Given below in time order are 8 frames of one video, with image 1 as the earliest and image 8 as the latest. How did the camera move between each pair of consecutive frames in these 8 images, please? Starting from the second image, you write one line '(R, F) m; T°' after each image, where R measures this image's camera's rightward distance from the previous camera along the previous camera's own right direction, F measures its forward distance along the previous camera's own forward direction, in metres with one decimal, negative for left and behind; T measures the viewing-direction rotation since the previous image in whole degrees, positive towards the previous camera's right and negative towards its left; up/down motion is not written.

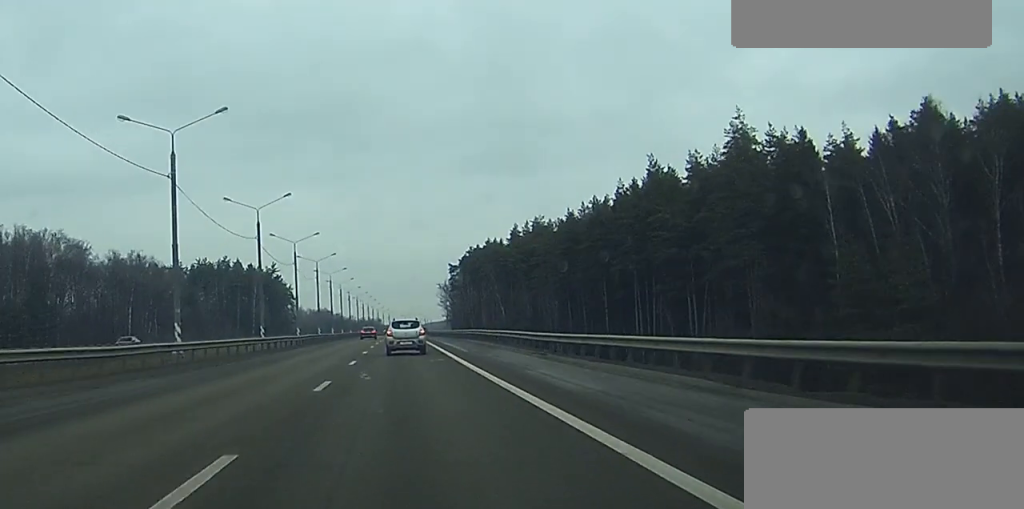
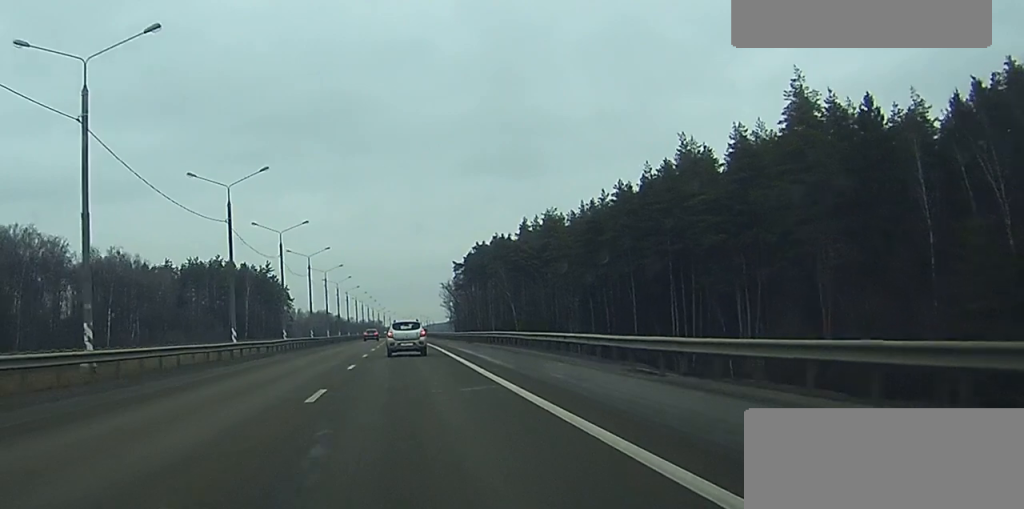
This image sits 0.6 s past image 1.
(0.0, +16.8) m; 0°
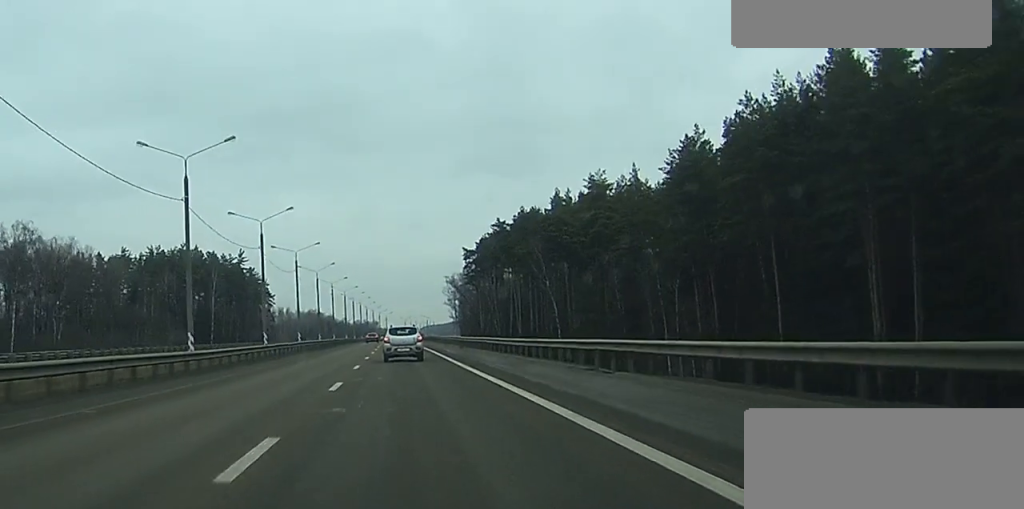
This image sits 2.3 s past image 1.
(0.0, +47.2) m; 0°
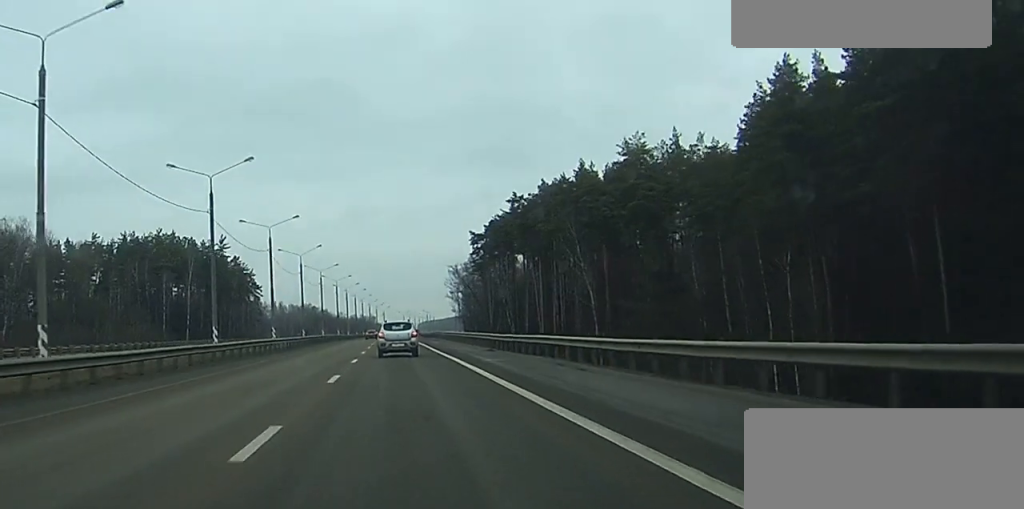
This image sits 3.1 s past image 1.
(0.0, +23.0) m; 0°
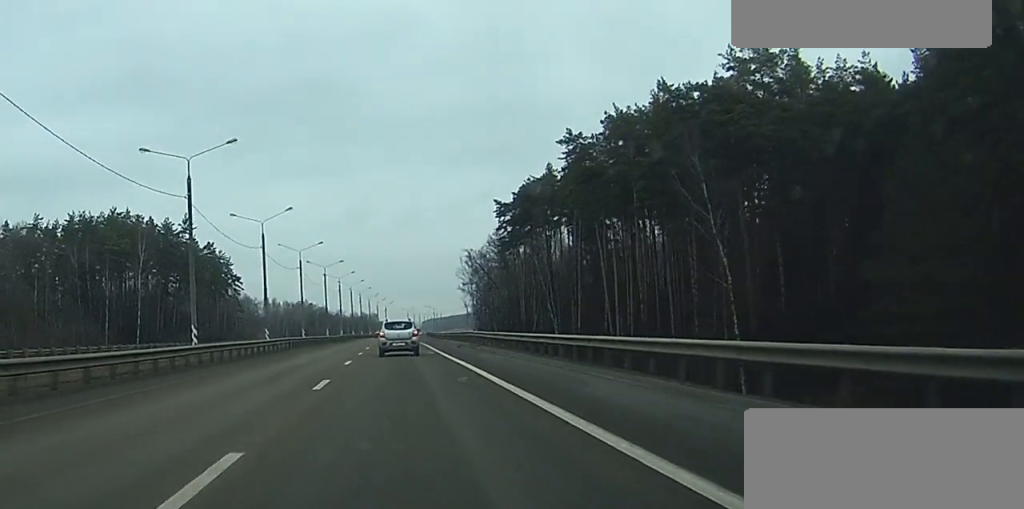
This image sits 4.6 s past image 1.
(+0.1, +38.9) m; 0°
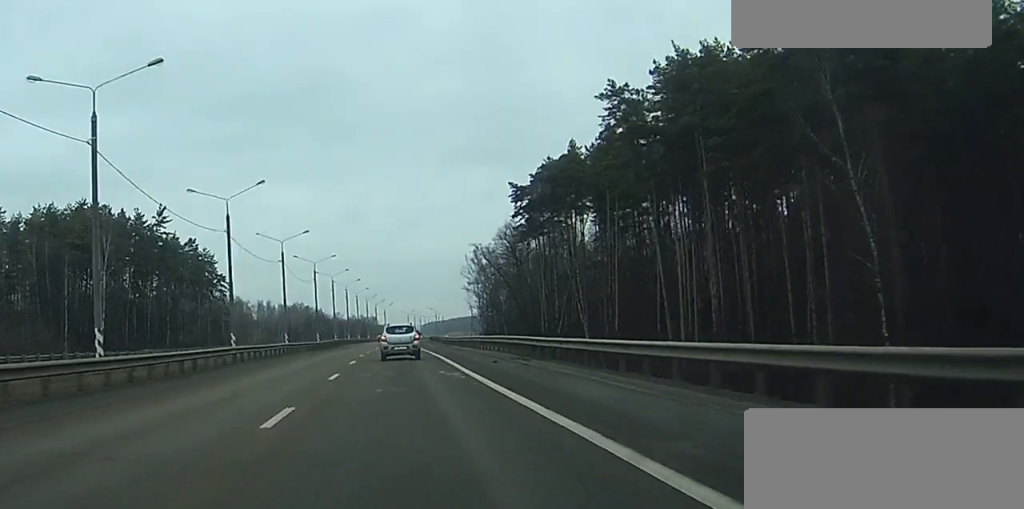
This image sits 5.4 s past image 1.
(0.0, +18.9) m; 0°
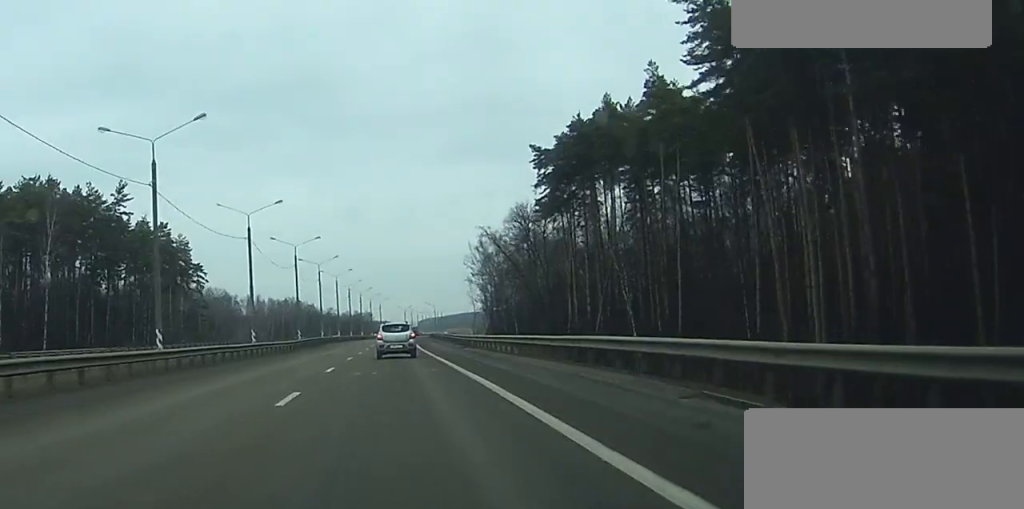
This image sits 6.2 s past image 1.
(0.0, +20.6) m; 0°
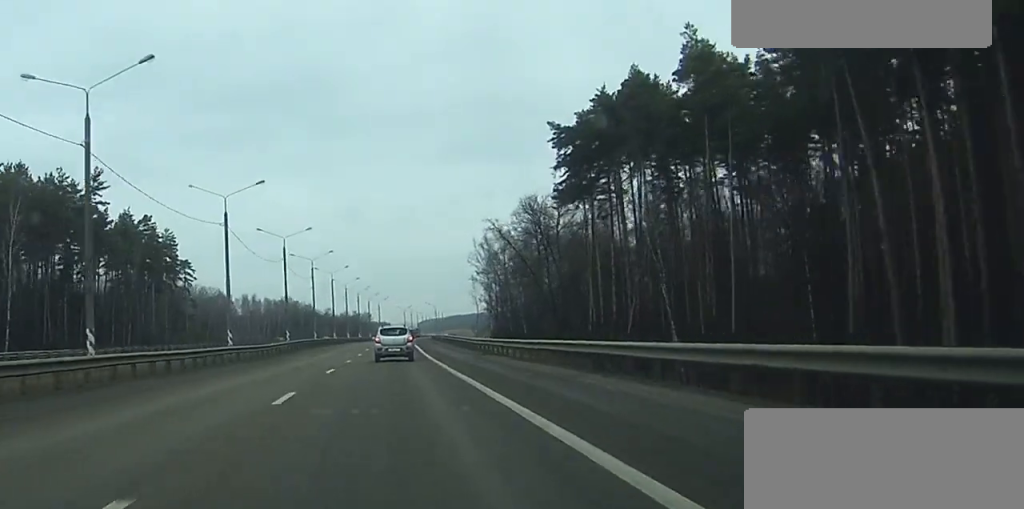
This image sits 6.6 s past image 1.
(0.0, +11.2) m; 0°
